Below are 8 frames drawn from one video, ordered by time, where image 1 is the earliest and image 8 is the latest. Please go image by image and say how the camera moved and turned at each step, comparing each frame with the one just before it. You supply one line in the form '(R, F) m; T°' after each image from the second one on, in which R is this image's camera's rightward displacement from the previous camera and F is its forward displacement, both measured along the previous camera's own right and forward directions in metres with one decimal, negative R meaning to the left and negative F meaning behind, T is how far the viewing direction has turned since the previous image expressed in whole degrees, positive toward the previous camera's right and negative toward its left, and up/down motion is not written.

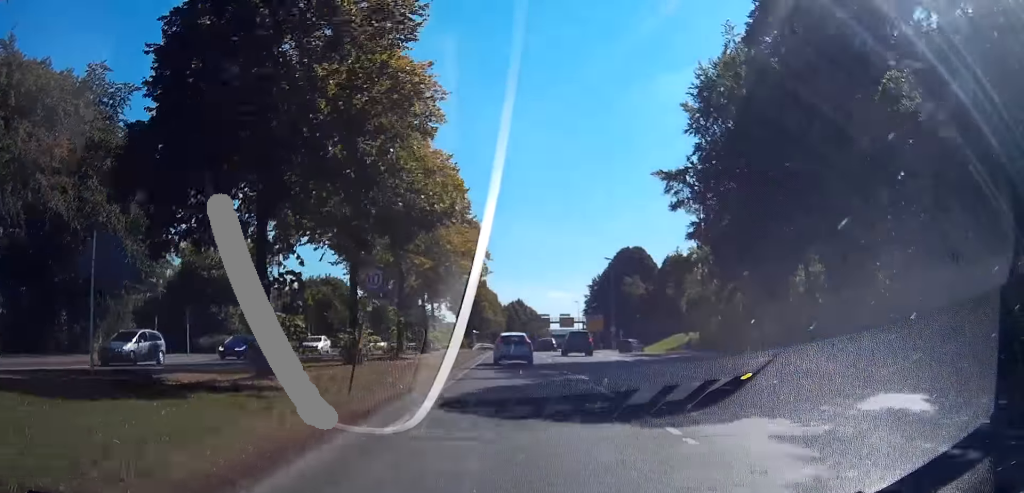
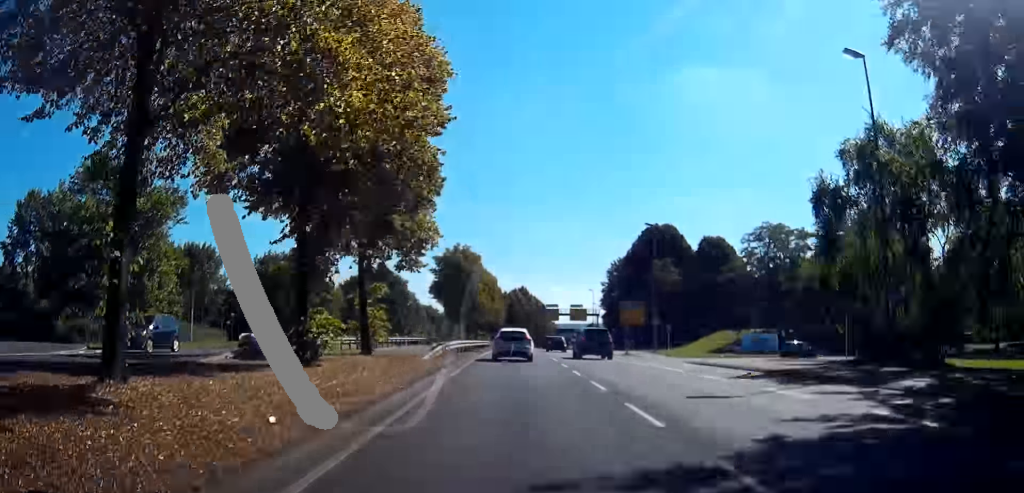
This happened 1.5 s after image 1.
(+0.5, +30.0) m; 0°
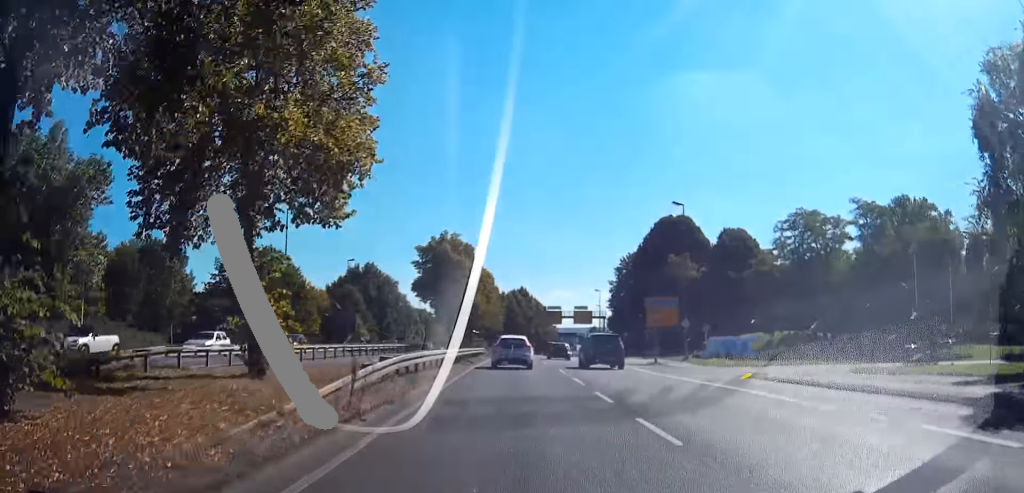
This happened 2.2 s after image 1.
(-0.4, +14.0) m; -2°
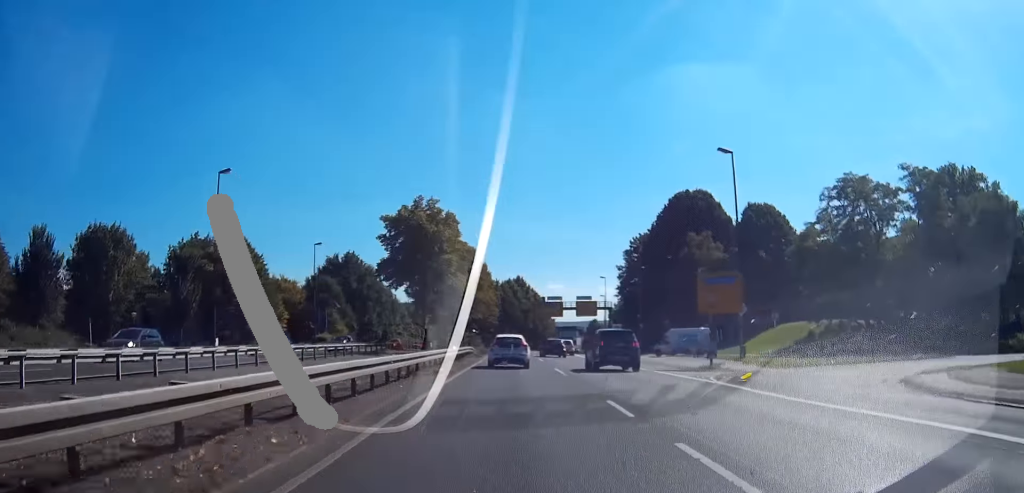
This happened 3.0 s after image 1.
(-0.4, +15.9) m; -2°
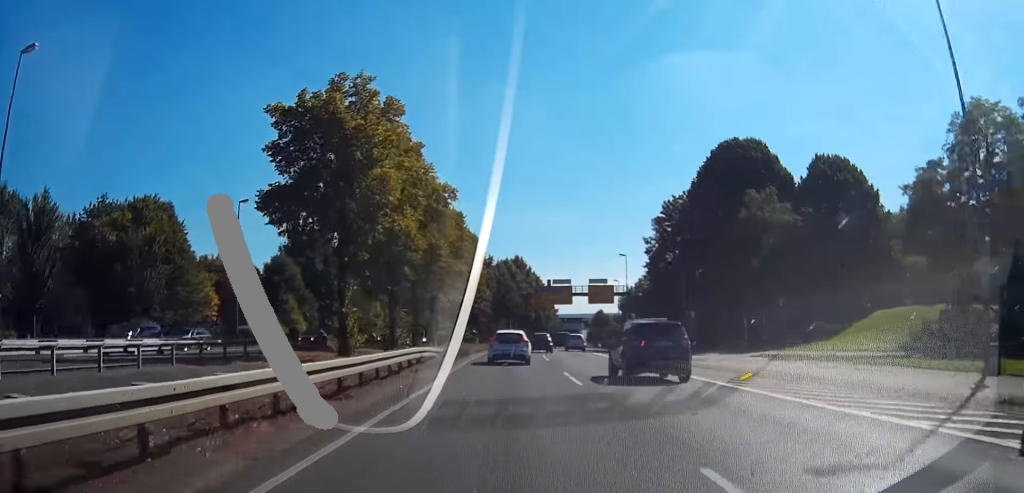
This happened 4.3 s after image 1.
(-0.3, +25.6) m; -1°
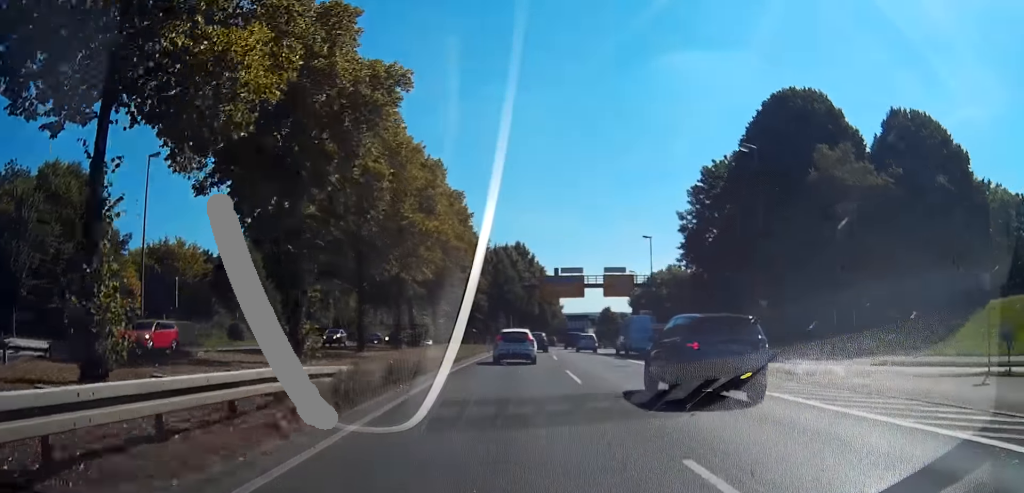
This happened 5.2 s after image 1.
(0.0, +18.3) m; 0°
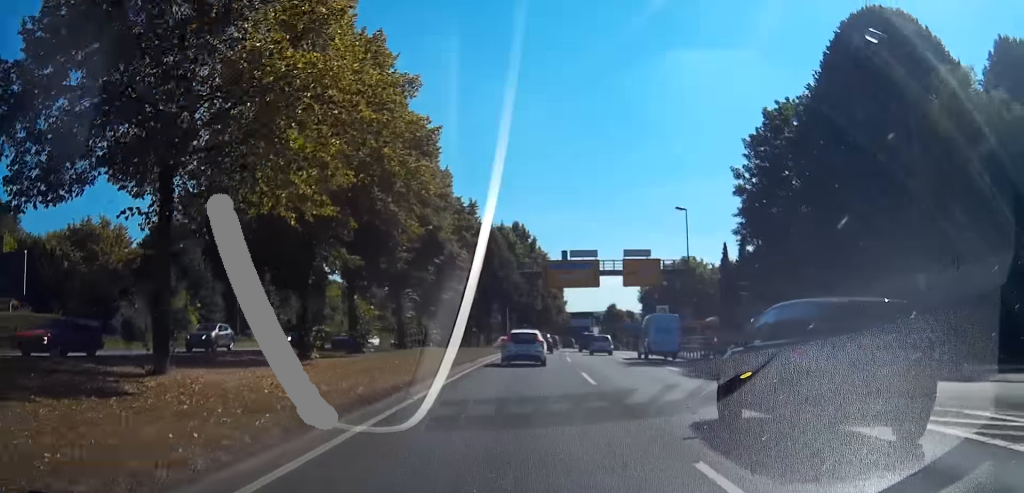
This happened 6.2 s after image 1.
(+0.1, +19.2) m; 0°
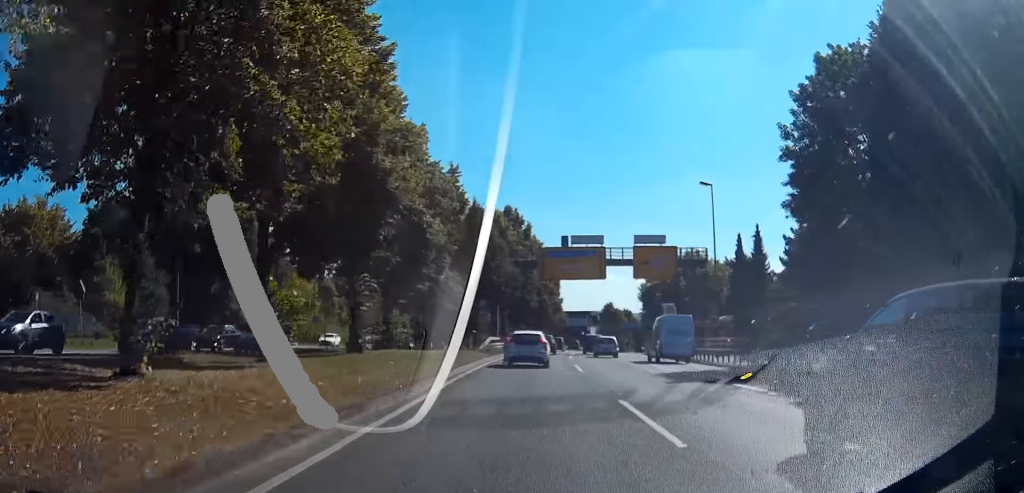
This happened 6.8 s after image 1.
(0.0, +11.3) m; 0°
